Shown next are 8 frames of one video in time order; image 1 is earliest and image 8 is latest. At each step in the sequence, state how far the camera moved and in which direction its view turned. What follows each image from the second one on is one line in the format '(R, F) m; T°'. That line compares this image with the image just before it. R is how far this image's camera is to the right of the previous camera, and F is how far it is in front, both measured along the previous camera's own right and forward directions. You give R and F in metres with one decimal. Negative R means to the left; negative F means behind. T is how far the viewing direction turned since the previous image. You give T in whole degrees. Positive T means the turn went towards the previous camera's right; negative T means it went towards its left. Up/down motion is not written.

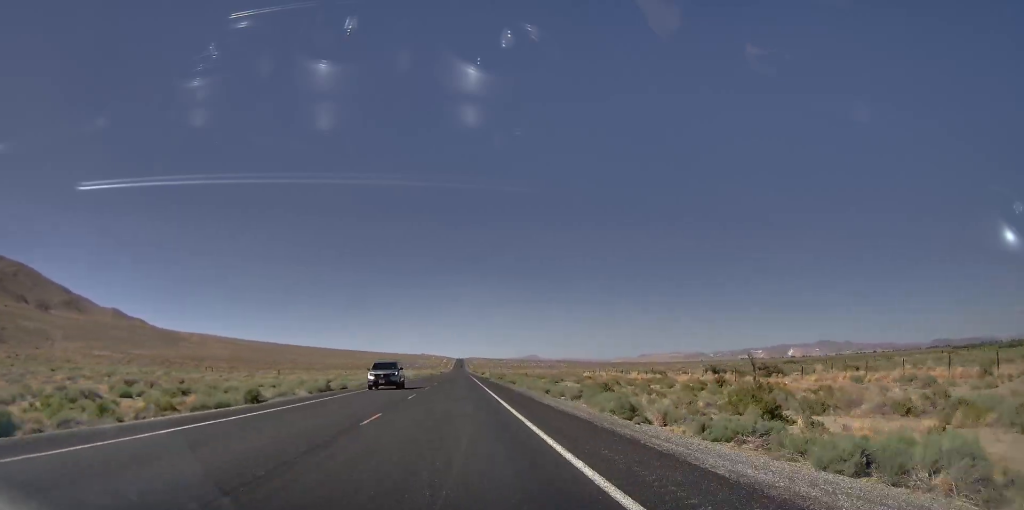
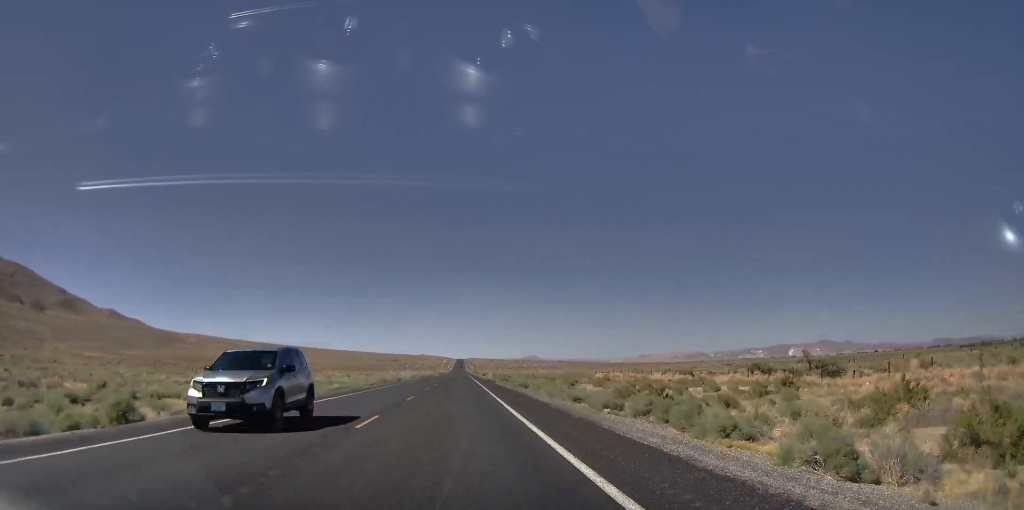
(+0.4, +12.7) m; 0°
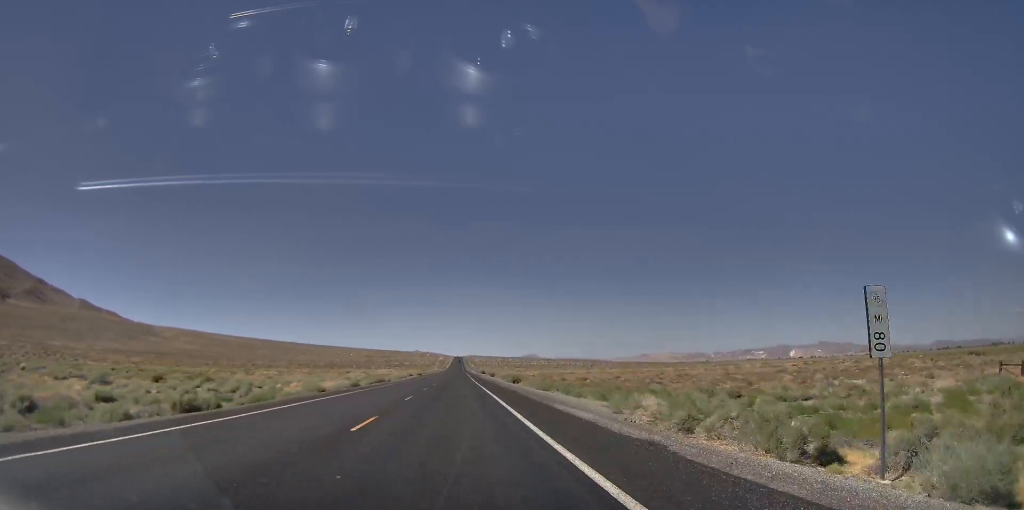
(-2.9, +110.7) m; -2°
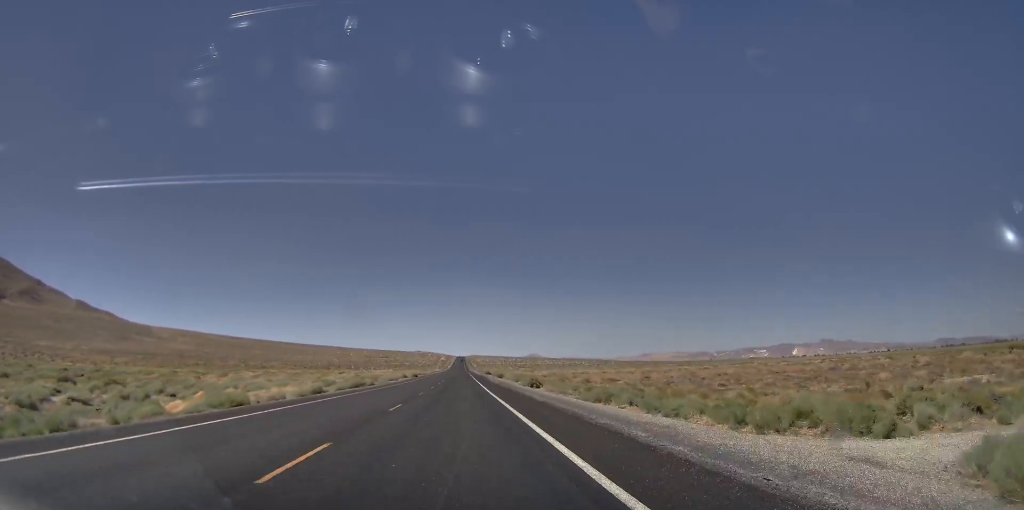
(-0.3, +18.0) m; 0°
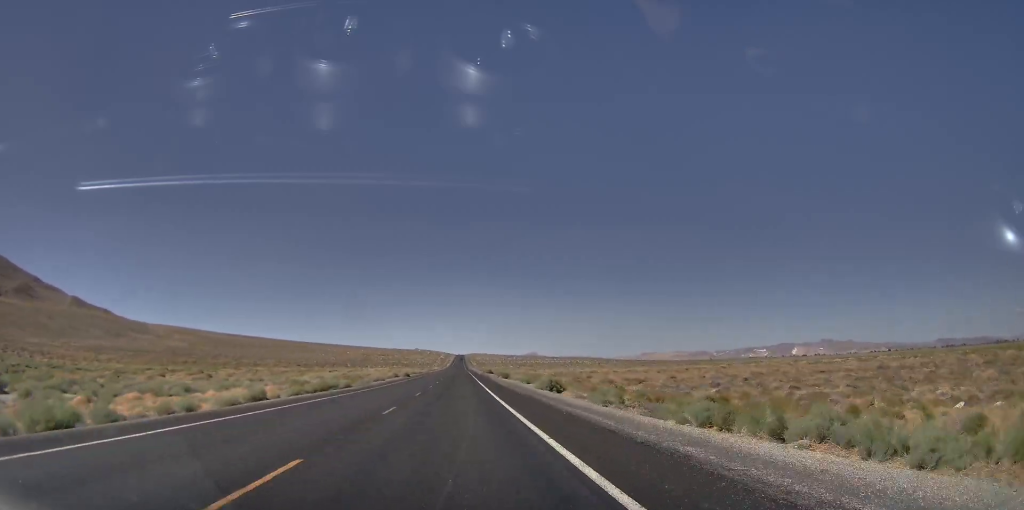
(+0.2, +13.8) m; +1°
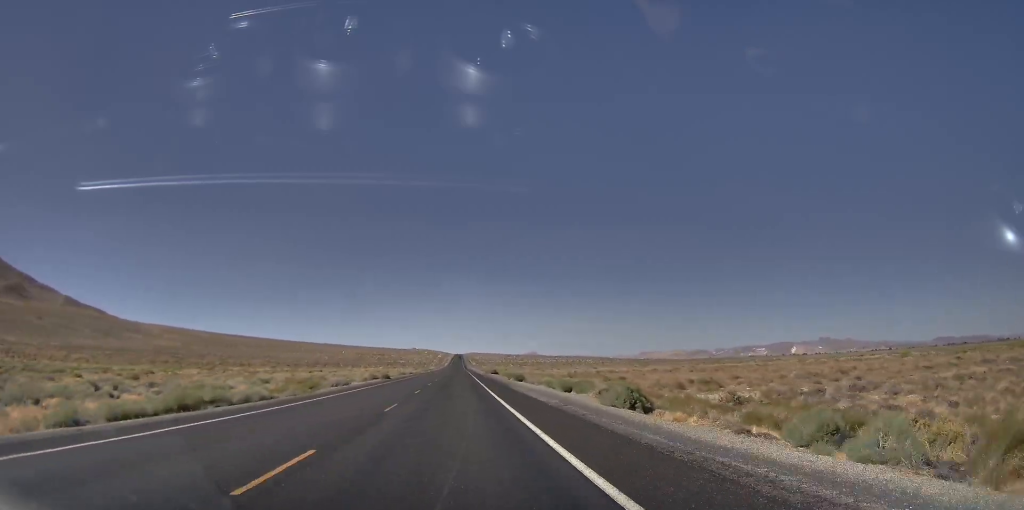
(+0.2, +23.4) m; +1°
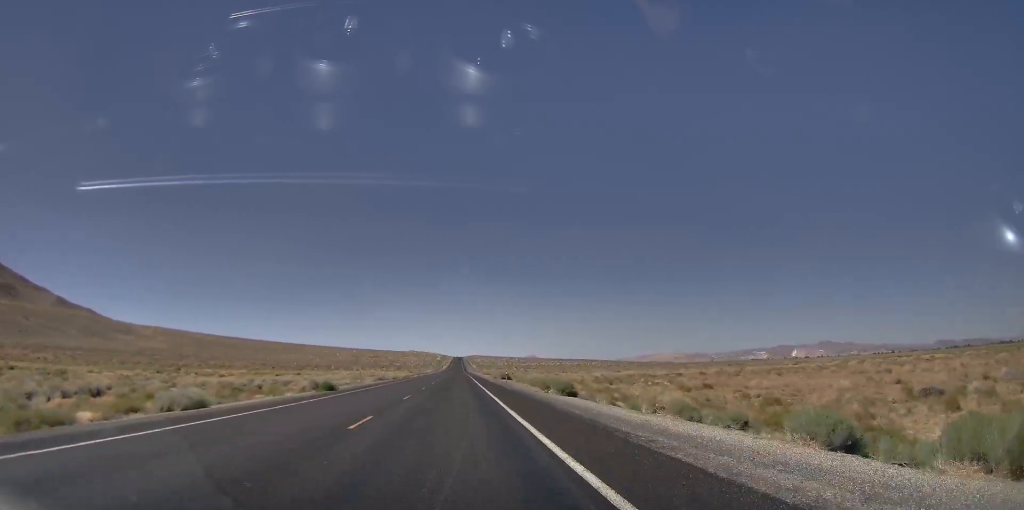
(+0.1, +29.9) m; 0°
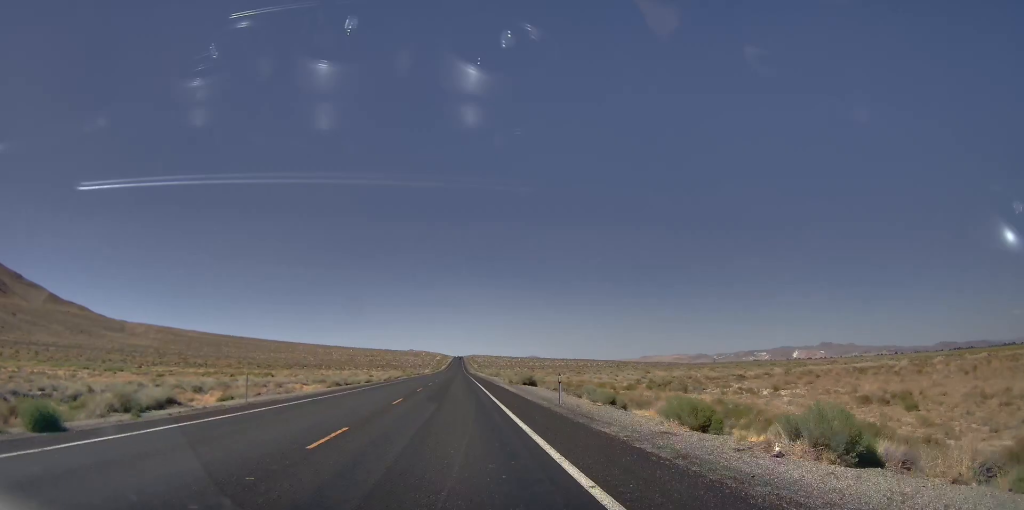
(+0.2, +26.5) m; 0°
